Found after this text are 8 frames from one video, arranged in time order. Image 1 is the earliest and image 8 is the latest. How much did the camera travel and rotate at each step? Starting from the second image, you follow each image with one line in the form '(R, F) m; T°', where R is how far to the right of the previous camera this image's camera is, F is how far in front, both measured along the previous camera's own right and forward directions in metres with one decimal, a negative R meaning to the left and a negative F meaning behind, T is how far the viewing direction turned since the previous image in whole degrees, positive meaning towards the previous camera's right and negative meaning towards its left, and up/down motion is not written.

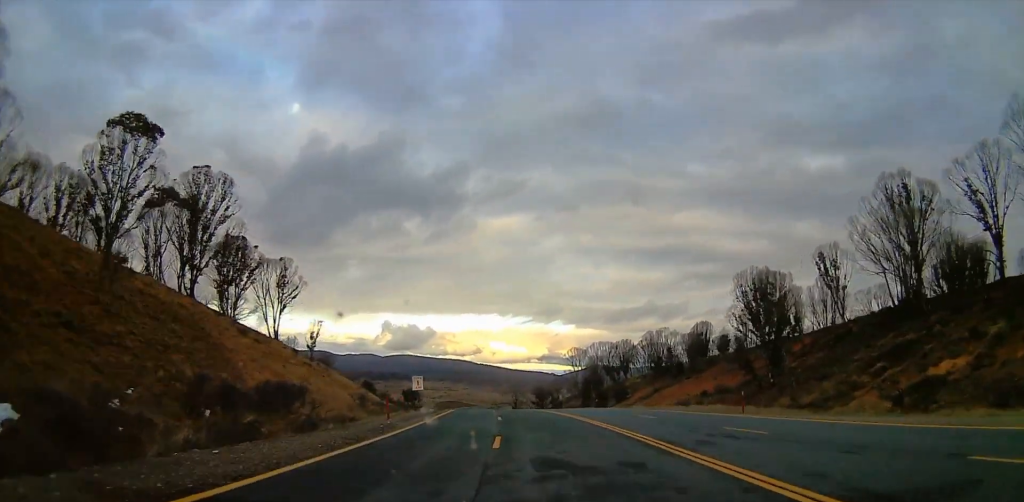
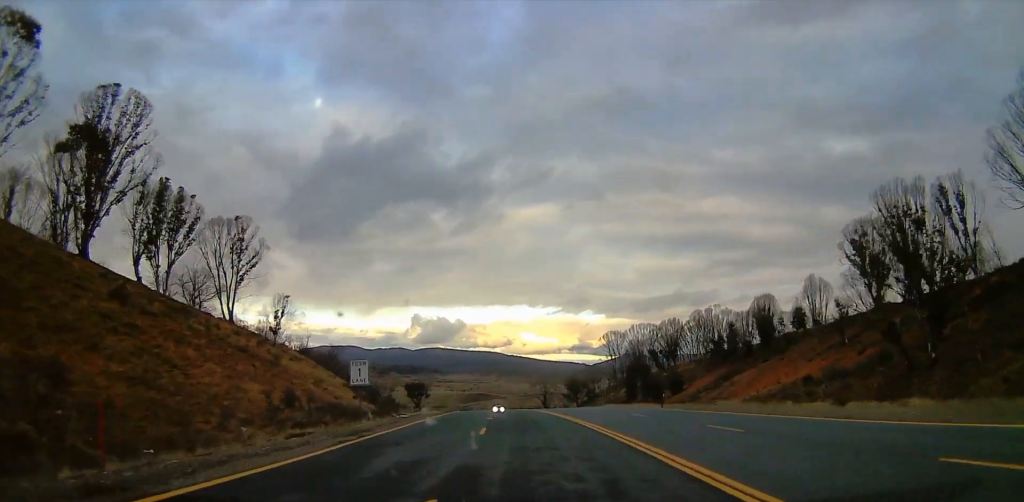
(-0.4, +23.5) m; -1°
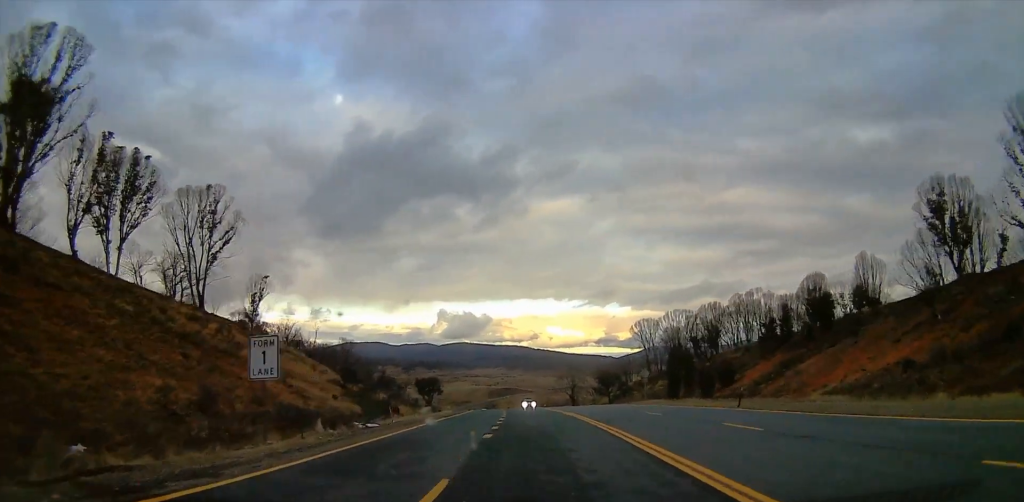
(0.0, +12.9) m; 0°
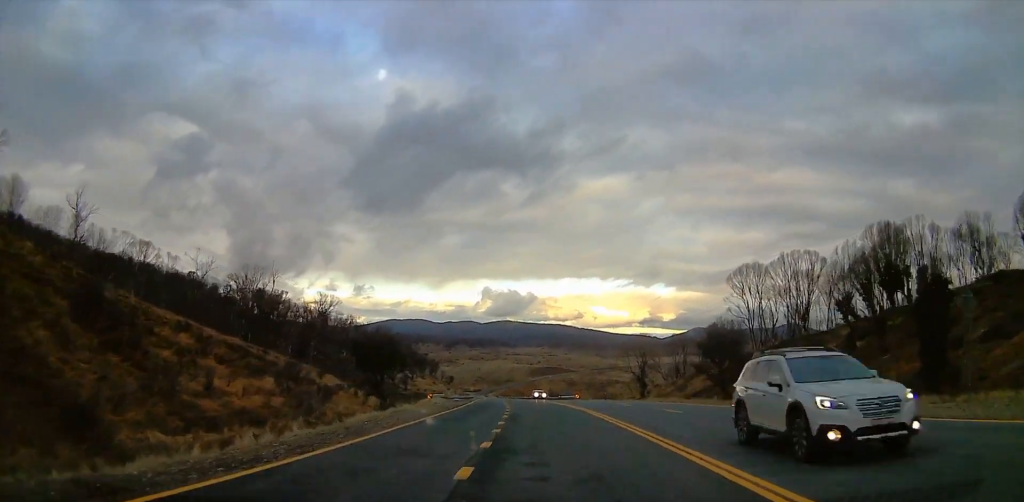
(0.0, +48.6) m; 0°
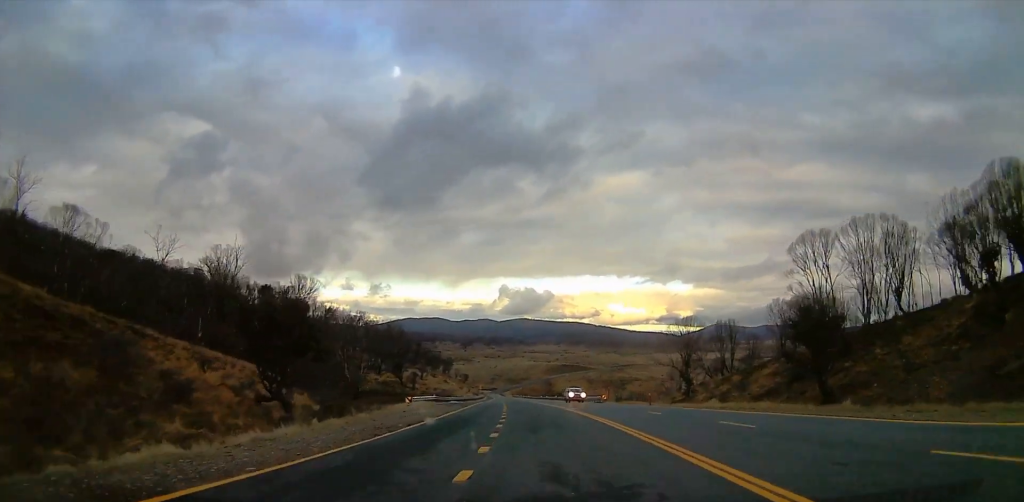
(0.0, +19.7) m; 0°
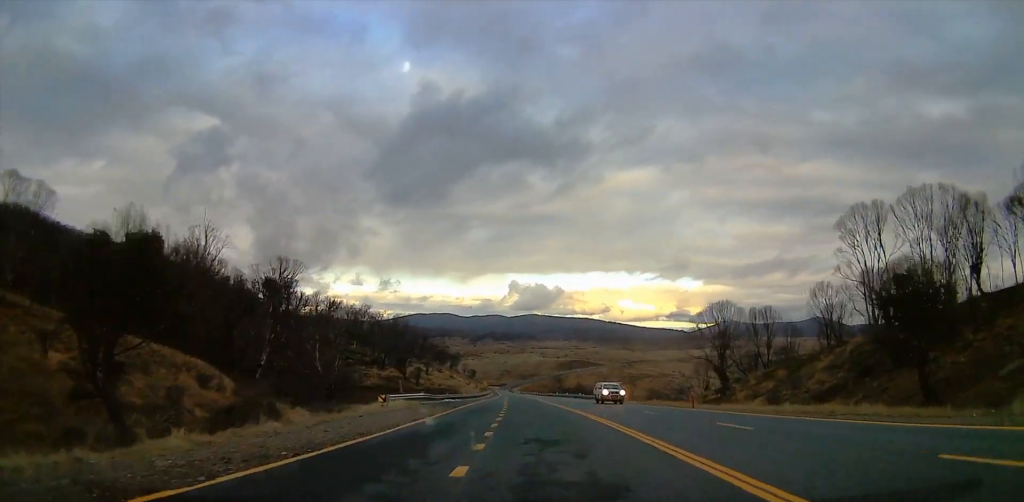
(0.0, +12.1) m; 0°
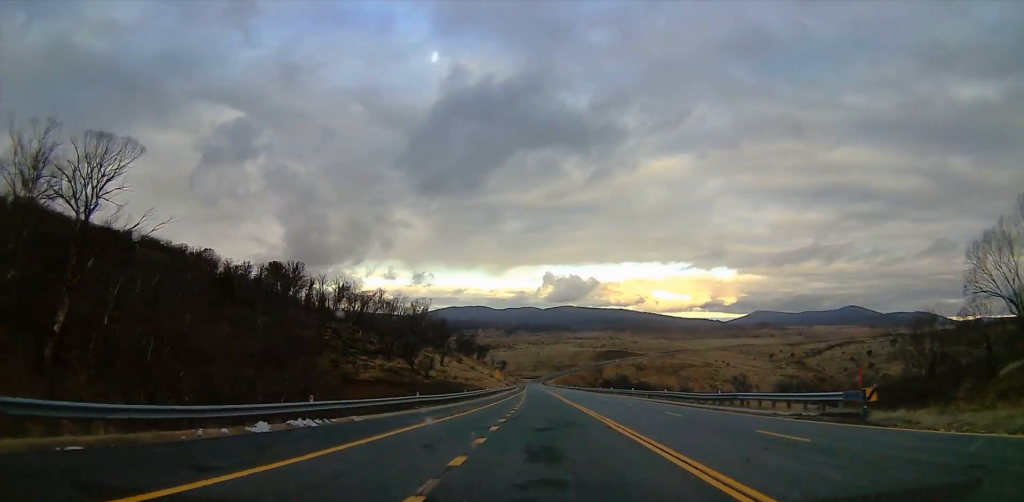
(0.0, +50.2) m; 0°
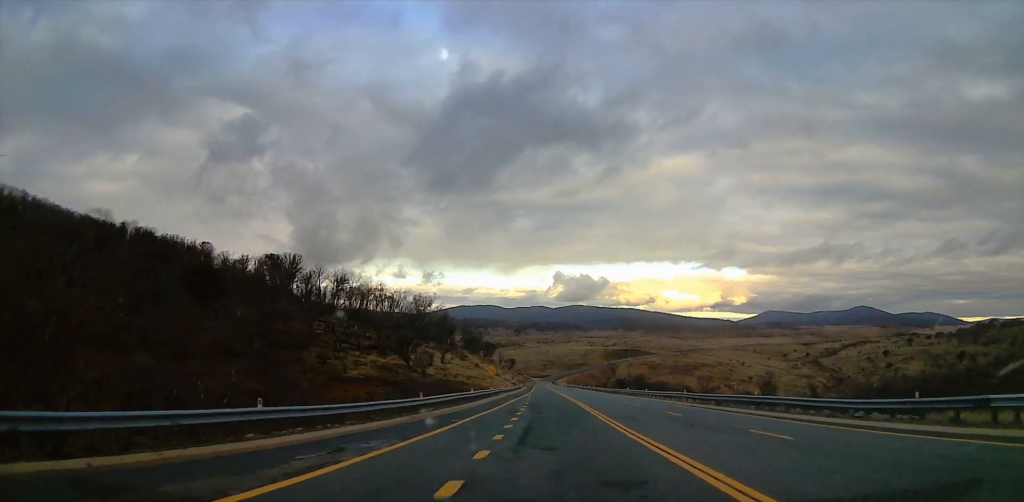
(0.0, +21.6) m; 0°
